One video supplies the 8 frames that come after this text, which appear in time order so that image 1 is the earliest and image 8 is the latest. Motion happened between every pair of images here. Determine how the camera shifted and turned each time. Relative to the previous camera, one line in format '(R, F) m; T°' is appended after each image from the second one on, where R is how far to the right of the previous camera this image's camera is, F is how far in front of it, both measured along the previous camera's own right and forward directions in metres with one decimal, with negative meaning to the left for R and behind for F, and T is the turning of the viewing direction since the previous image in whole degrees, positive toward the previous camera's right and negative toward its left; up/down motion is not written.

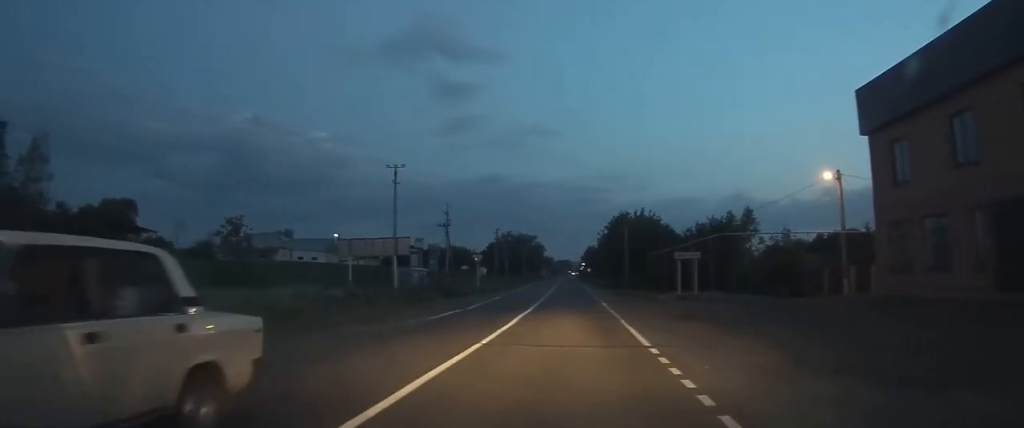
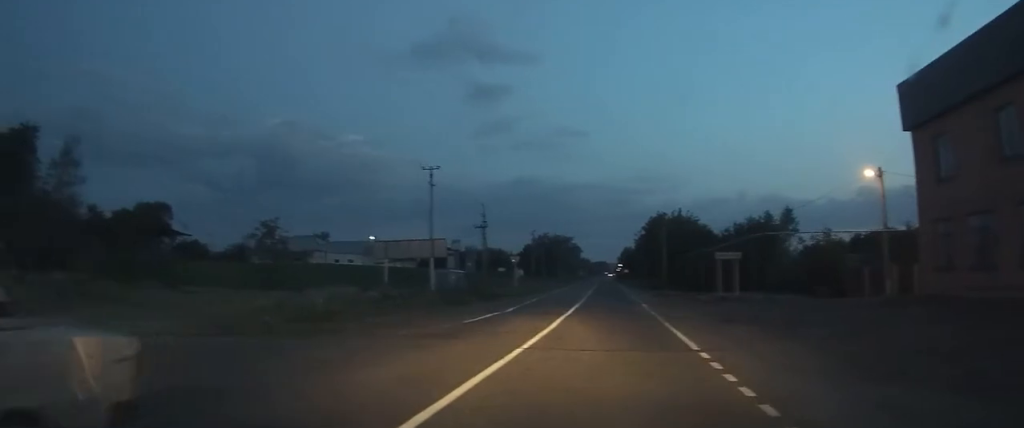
(-0.1, +0.9) m; -12°
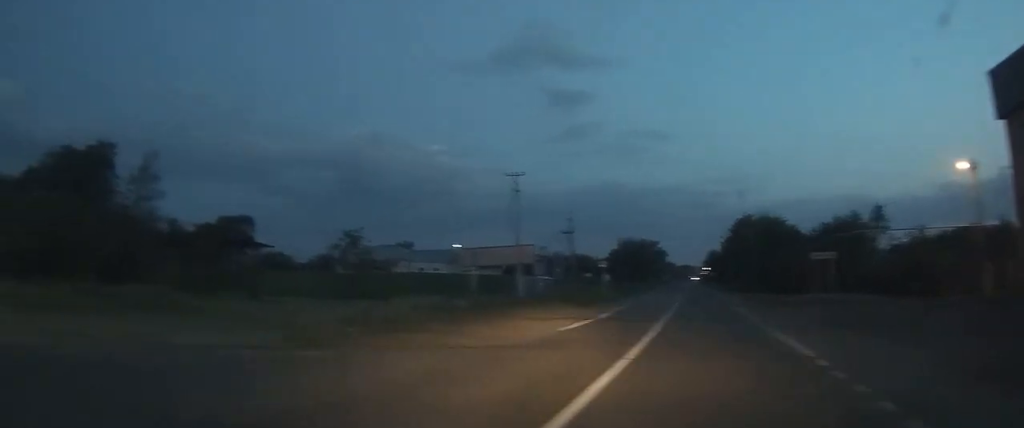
(-0.3, +1.2) m; -15°
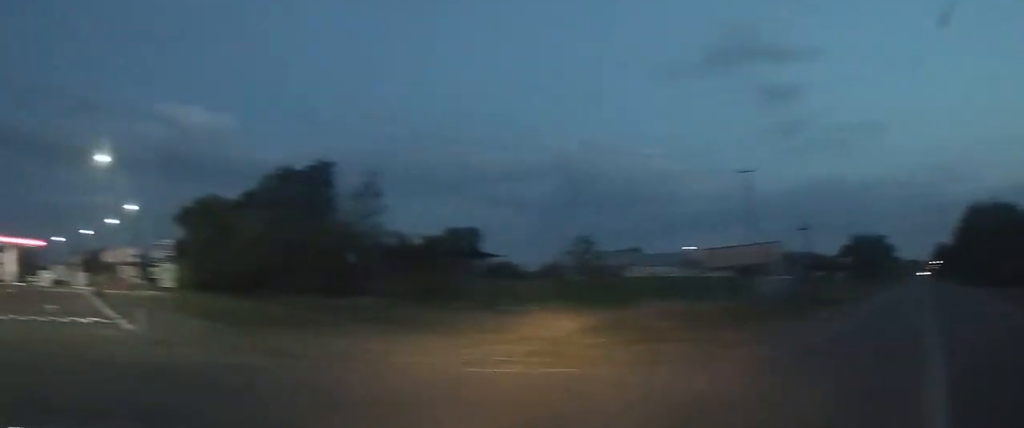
(-0.2, +1.7) m; -14°
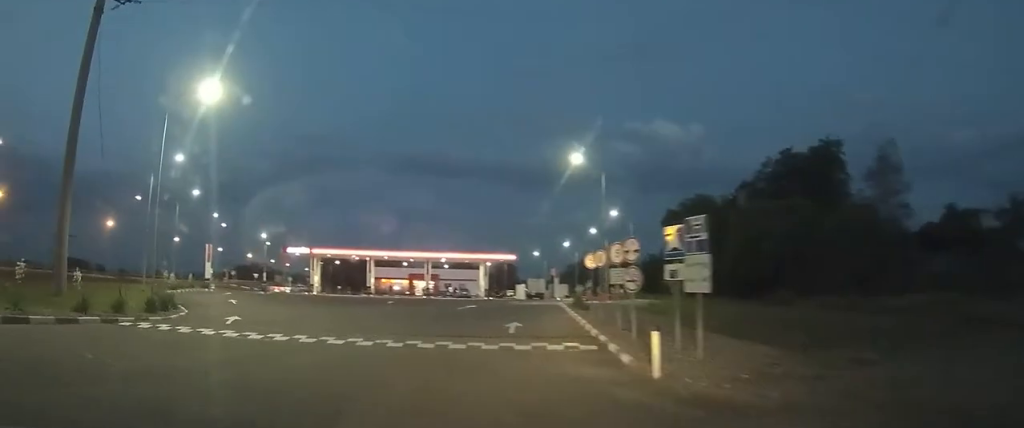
(-1.5, +5.7) m; -24°
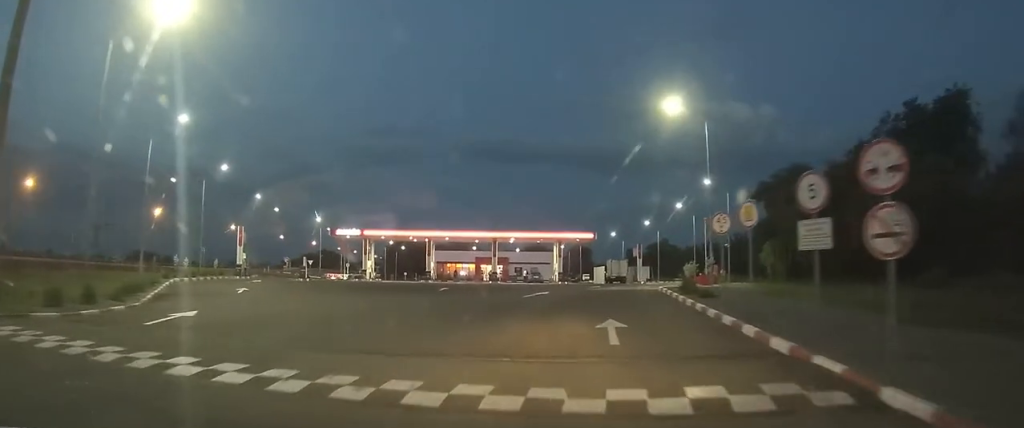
(-0.3, +6.6) m; -1°
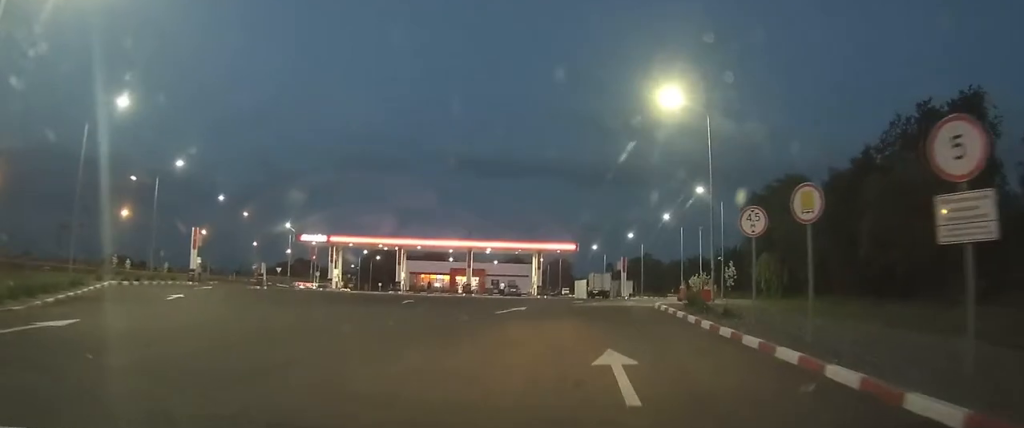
(0.0, +4.3) m; 0°
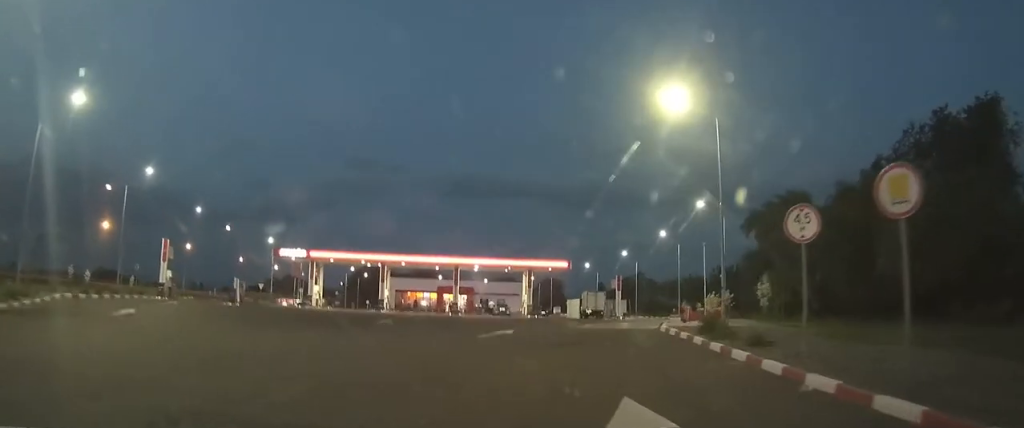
(0.0, +3.8) m; 0°
